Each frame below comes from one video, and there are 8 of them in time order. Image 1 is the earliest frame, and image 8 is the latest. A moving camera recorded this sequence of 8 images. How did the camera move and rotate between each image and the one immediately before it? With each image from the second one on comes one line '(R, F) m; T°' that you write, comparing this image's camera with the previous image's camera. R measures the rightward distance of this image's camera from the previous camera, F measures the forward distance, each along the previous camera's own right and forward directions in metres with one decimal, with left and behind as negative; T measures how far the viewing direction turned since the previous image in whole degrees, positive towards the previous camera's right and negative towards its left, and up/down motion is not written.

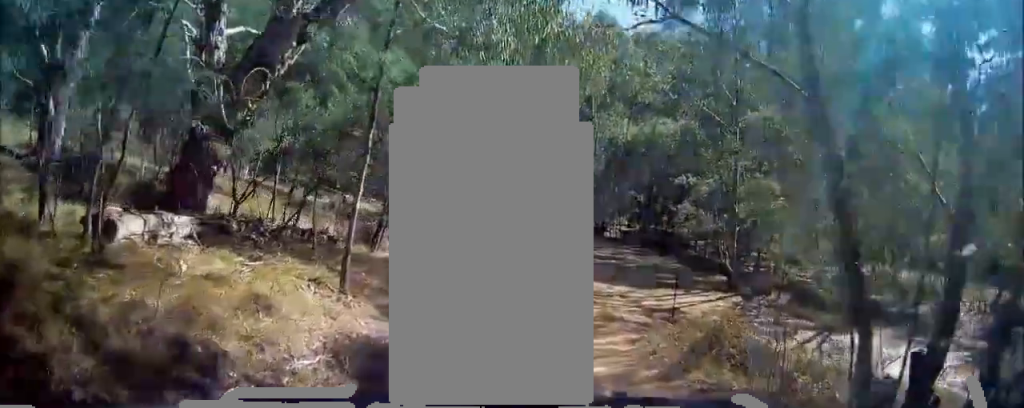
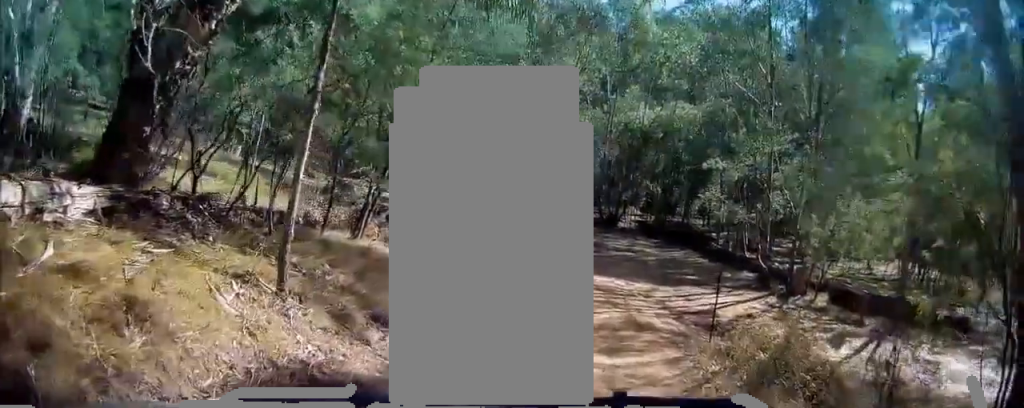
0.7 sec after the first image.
(0.0, +1.9) m; +1°
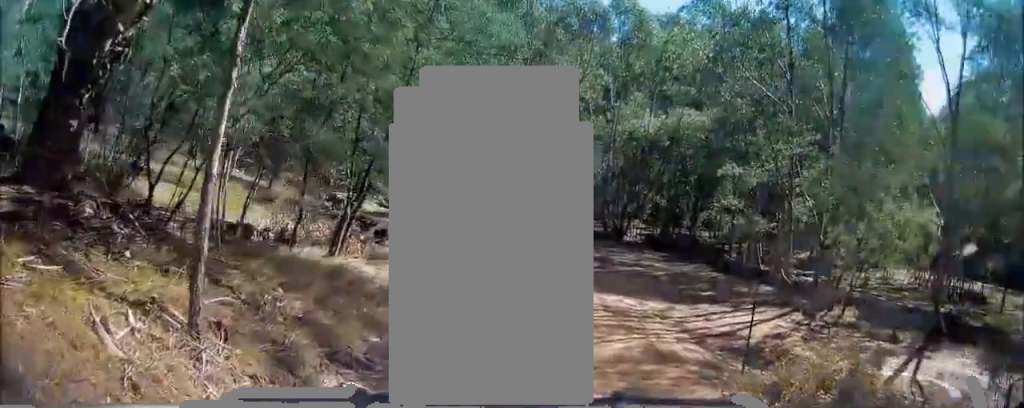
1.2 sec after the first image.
(0.0, +1.4) m; 0°
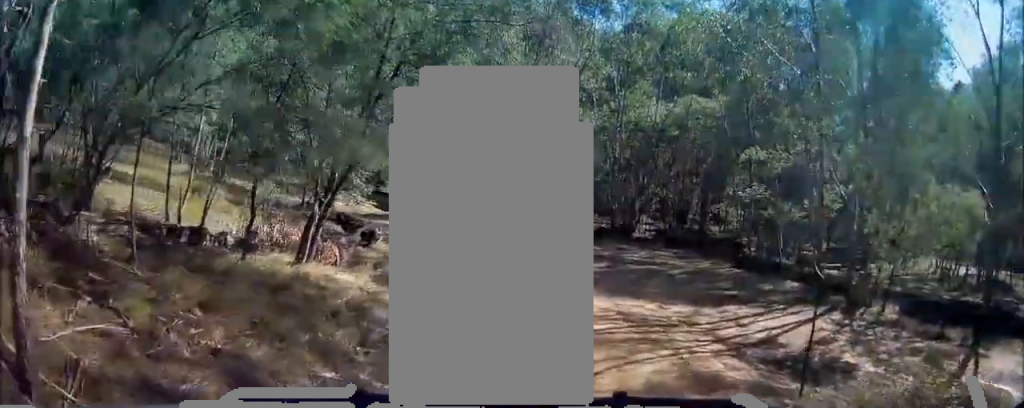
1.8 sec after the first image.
(0.0, +1.7) m; -4°
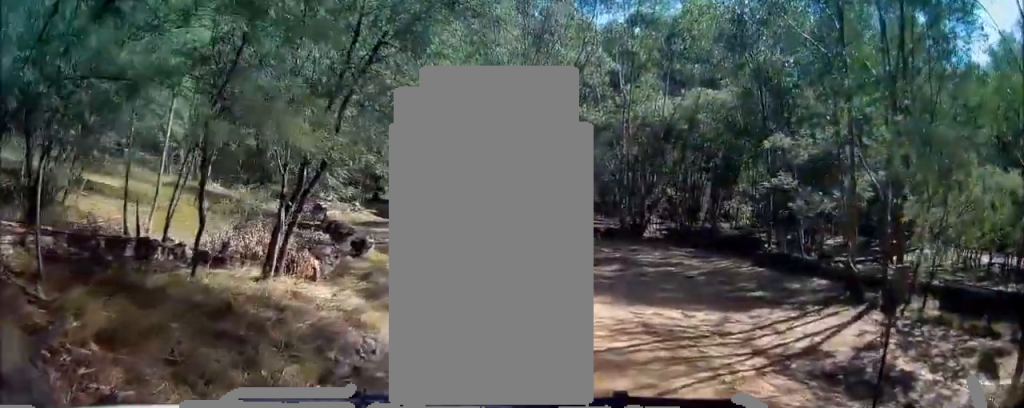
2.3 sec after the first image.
(+0.1, +1.3) m; -5°
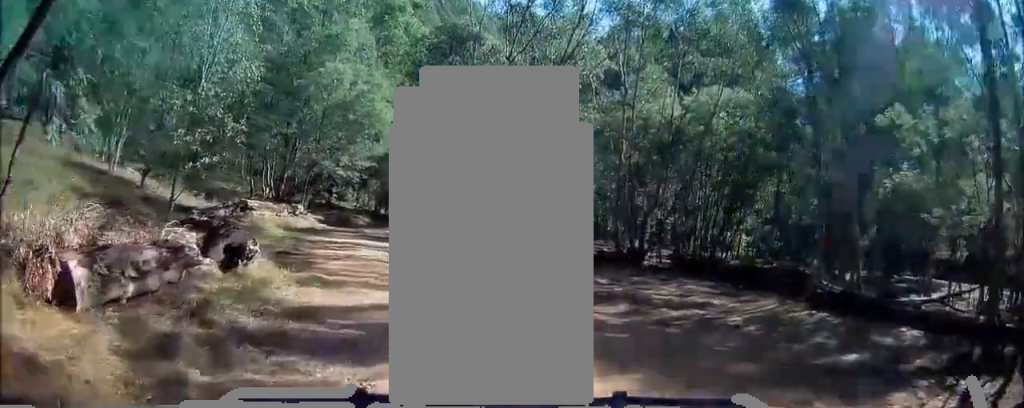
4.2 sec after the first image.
(+0.2, +5.9) m; -4°
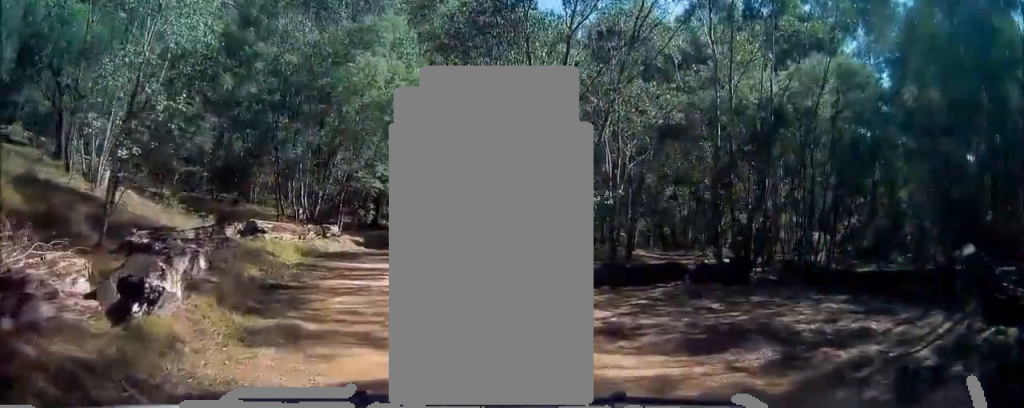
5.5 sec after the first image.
(-1.3, +4.7) m; -19°
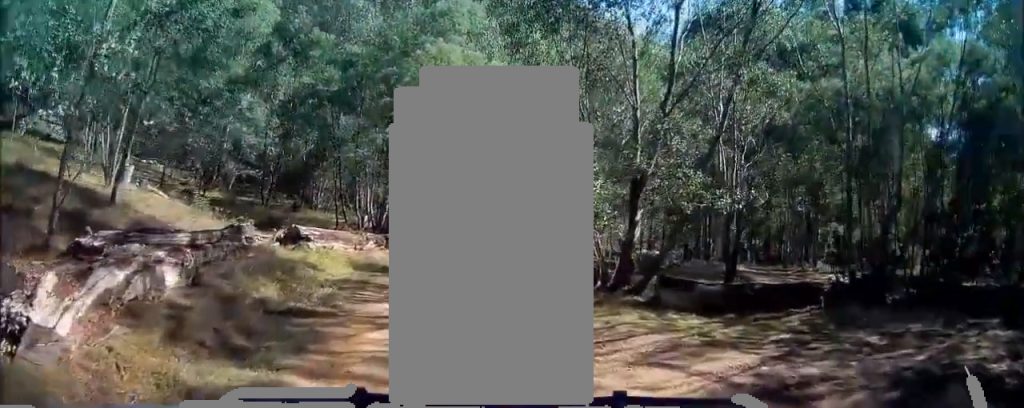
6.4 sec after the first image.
(0.0, +3.3) m; +2°
